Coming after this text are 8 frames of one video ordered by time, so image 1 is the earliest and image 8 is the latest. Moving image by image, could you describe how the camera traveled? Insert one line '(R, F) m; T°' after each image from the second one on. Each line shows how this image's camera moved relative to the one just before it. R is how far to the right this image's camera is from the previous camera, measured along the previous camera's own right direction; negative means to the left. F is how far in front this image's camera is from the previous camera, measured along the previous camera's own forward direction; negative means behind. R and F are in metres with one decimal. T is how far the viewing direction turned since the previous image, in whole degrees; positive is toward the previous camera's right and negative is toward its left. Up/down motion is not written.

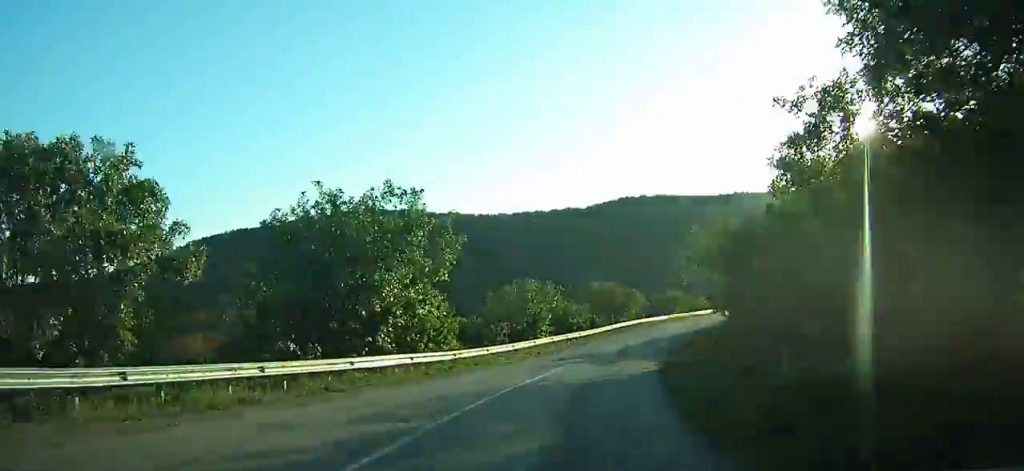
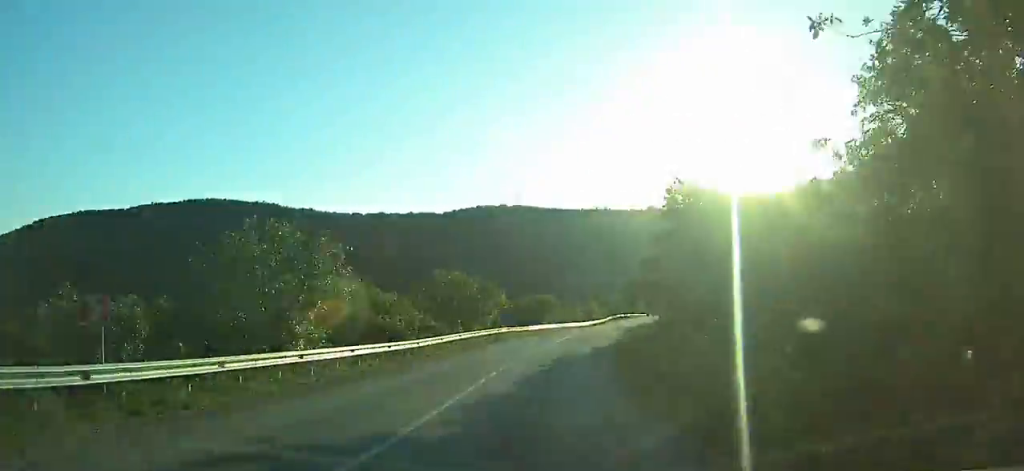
(+3.8, +25.2) m; +8°
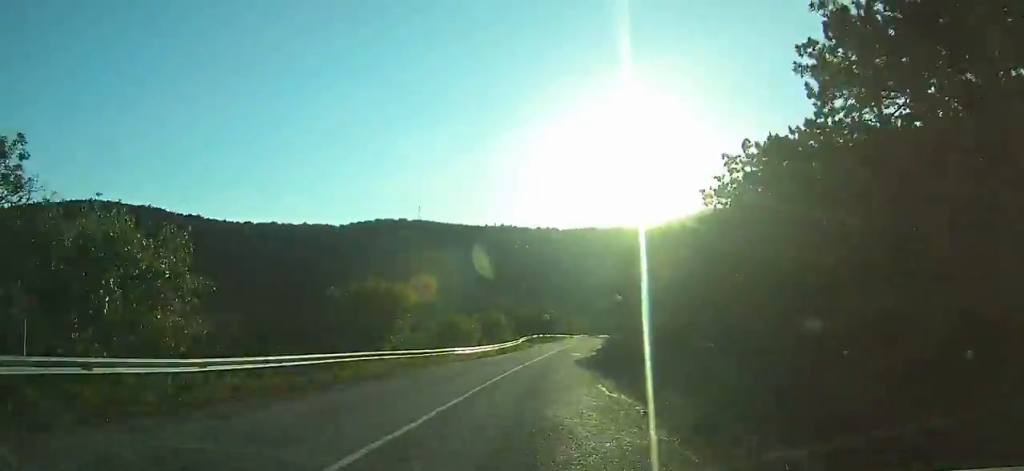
(+4.4, +41.5) m; +9°
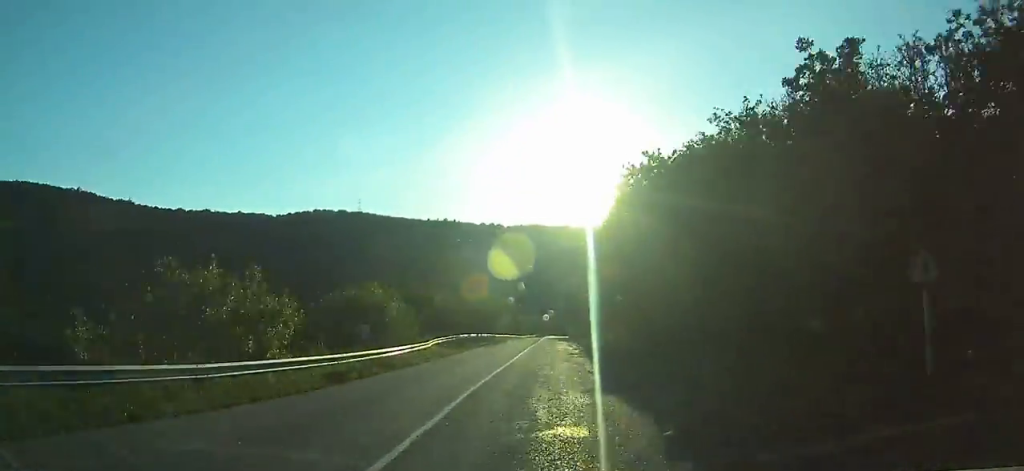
(+0.7, +27.5) m; +4°
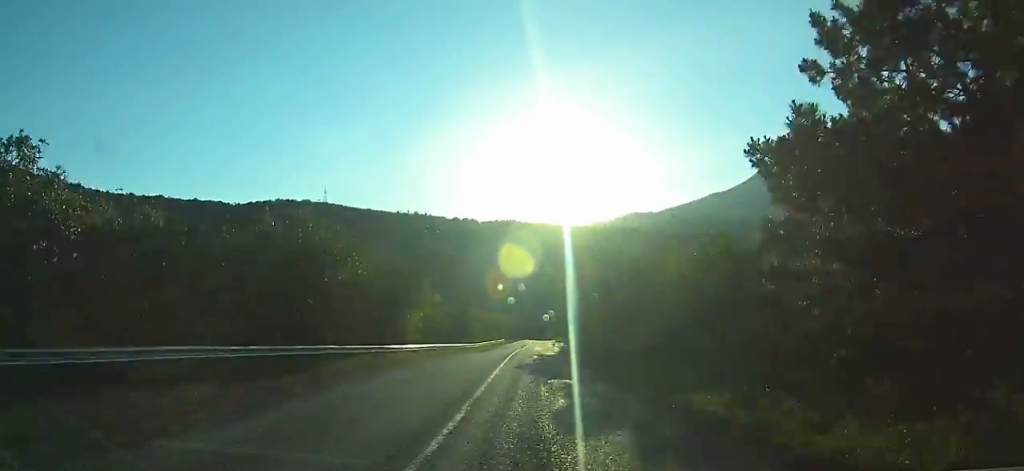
(+1.9, +41.2) m; +3°
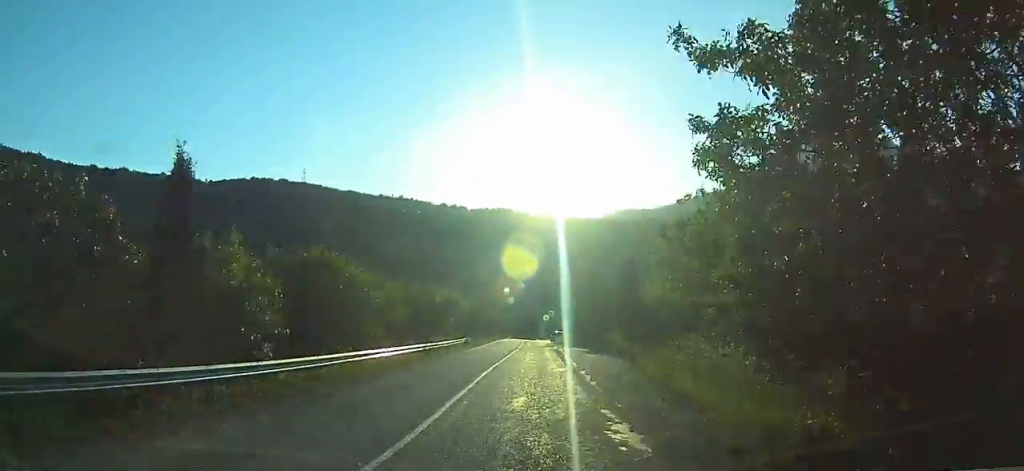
(+0.8, +43.7) m; +2°
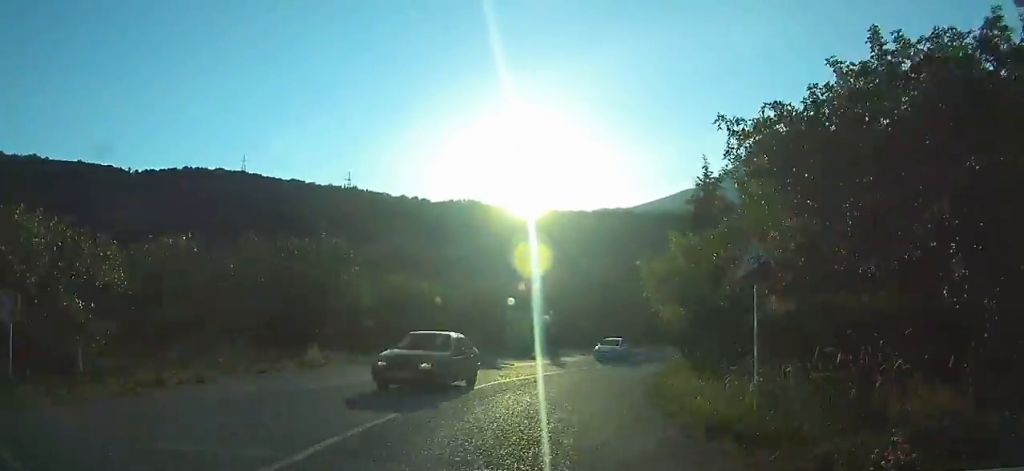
(+3.1, +80.5) m; +10°
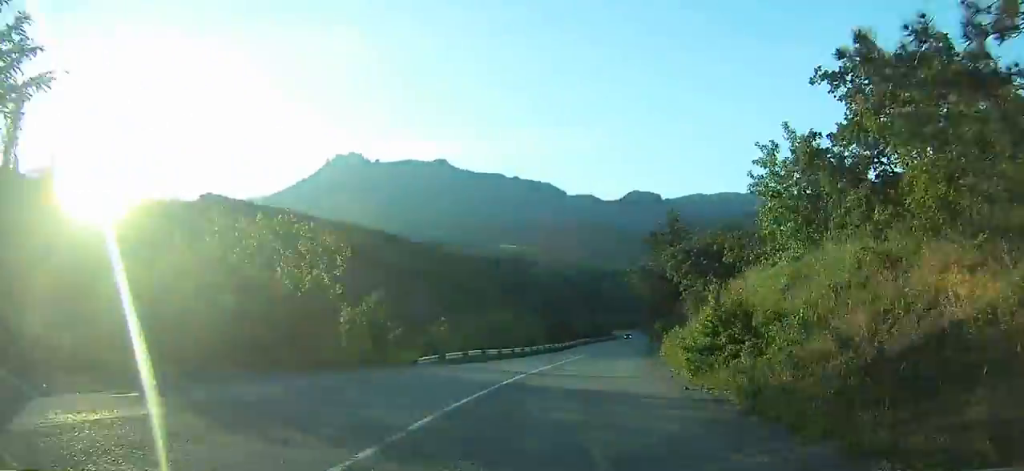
(+21.2, +75.3) m; +33°
